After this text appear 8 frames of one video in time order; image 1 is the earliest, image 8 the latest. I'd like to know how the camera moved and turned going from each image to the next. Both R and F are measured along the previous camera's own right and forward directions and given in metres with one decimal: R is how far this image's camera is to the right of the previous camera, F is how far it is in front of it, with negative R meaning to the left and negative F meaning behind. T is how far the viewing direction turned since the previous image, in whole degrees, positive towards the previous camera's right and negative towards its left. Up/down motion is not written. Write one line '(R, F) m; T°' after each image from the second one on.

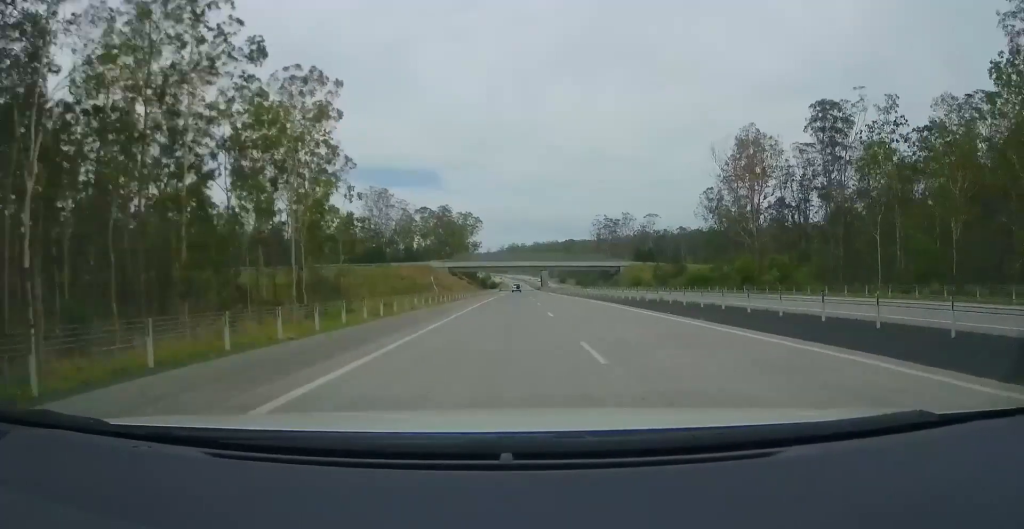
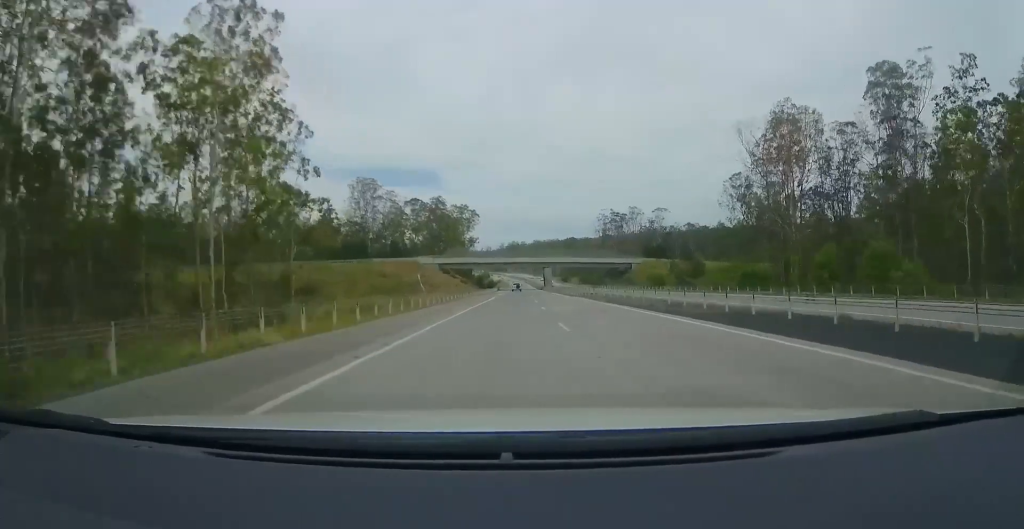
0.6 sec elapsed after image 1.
(-0.1, +18.4) m; 0°
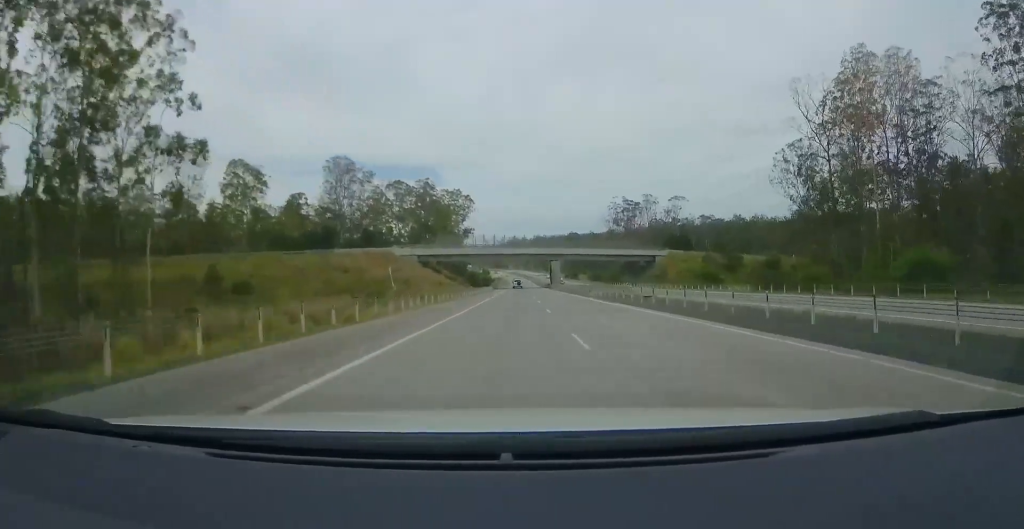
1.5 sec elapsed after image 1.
(0.0, +28.1) m; +1°
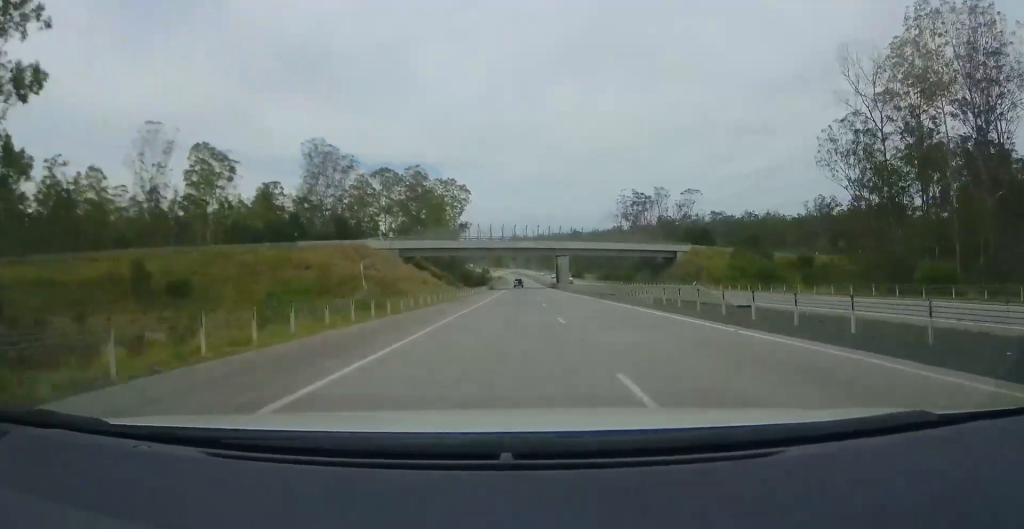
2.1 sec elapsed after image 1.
(+0.1, +17.2) m; +2°
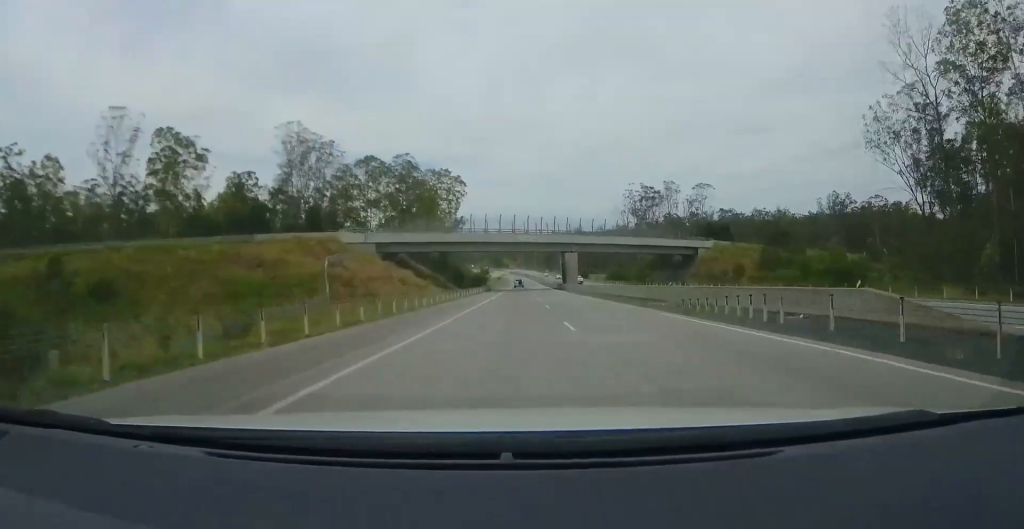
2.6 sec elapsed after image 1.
(-0.2, +14.7) m; +2°
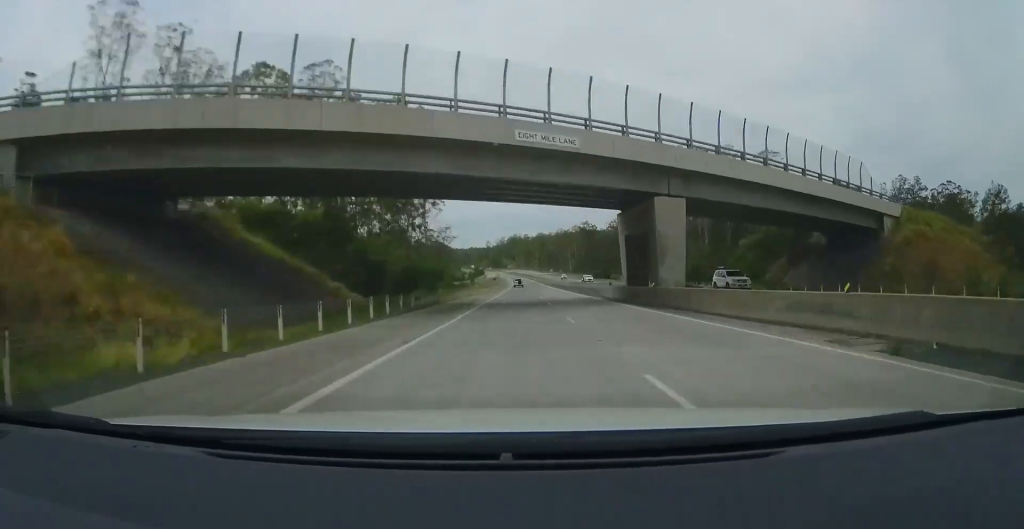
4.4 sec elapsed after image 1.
(-0.6, +56.3) m; -5°
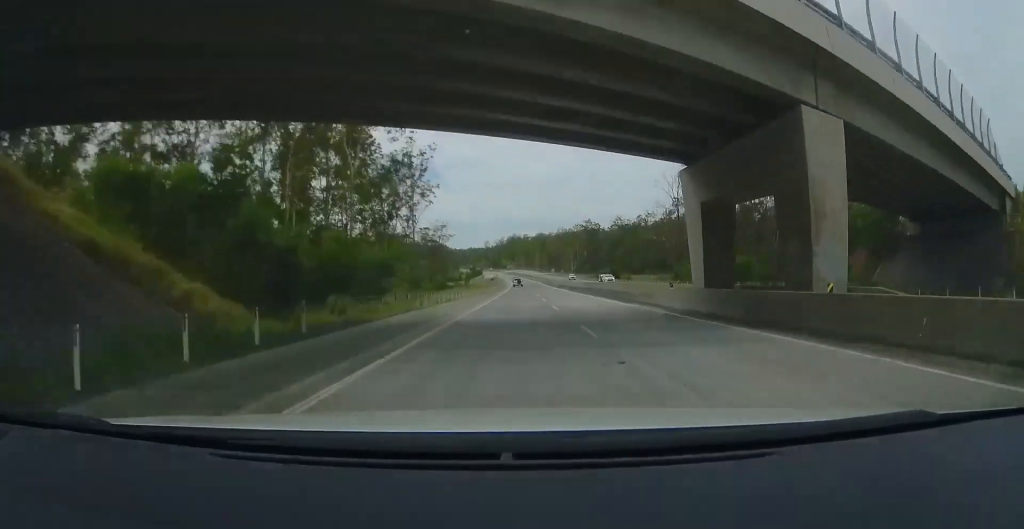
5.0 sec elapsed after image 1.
(-0.4, +17.2) m; -1°
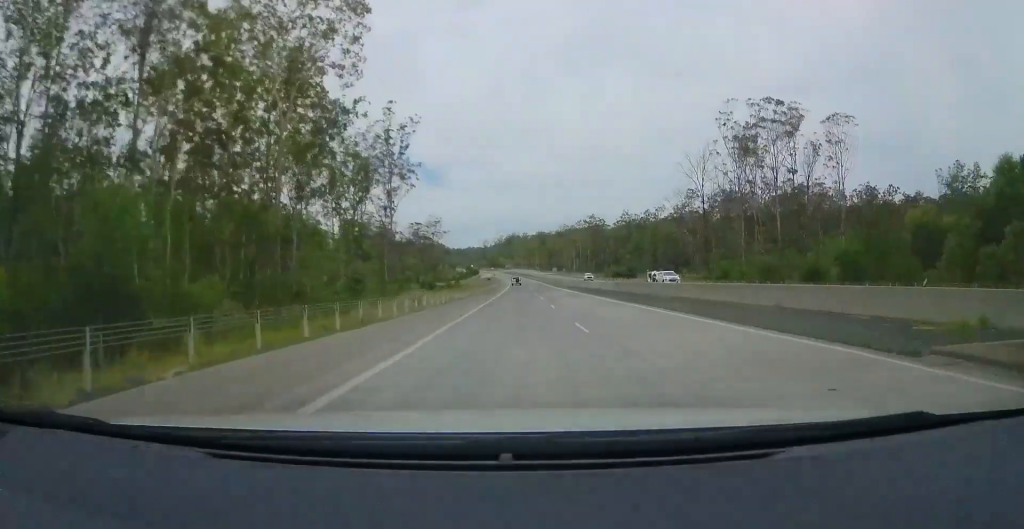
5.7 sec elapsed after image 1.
(-0.2, +22.1) m; 0°
